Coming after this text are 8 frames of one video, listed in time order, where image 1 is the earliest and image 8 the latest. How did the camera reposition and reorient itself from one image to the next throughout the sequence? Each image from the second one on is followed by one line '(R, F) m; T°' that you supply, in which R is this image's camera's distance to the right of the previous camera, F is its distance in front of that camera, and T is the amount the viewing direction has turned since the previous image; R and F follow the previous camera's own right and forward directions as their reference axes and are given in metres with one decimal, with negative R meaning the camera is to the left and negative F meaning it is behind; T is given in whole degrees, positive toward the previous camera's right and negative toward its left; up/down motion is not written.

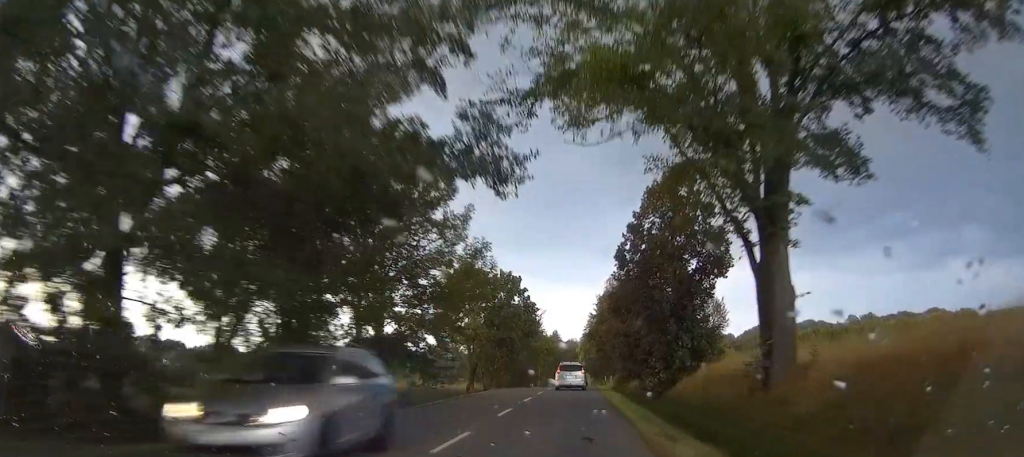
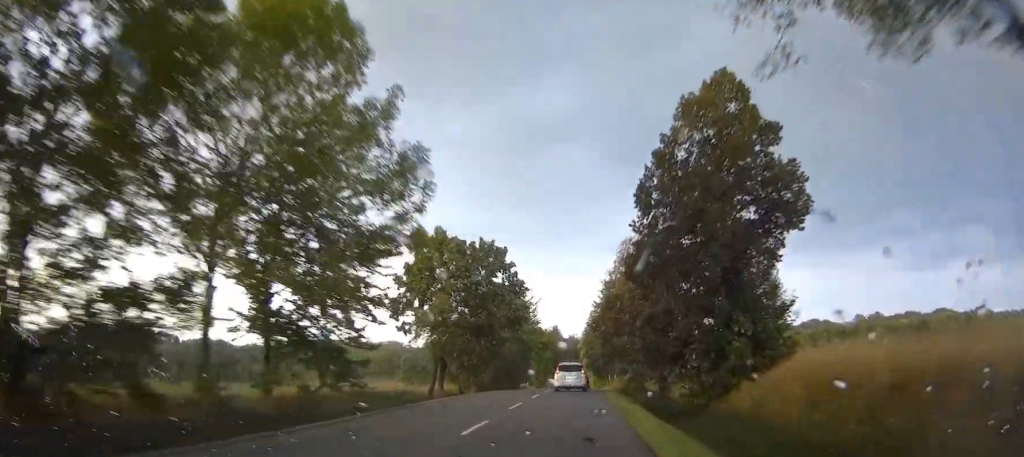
(0.0, +13.9) m; 0°
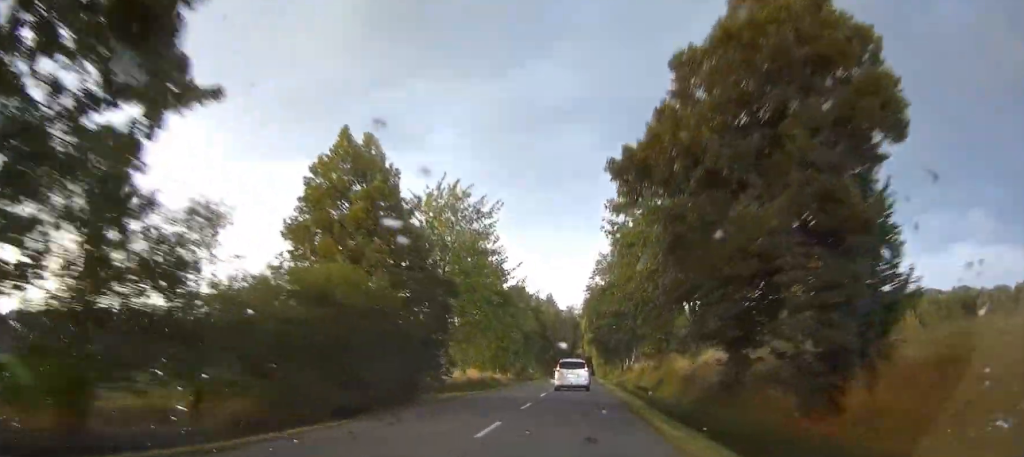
(-0.4, +43.1) m; 0°
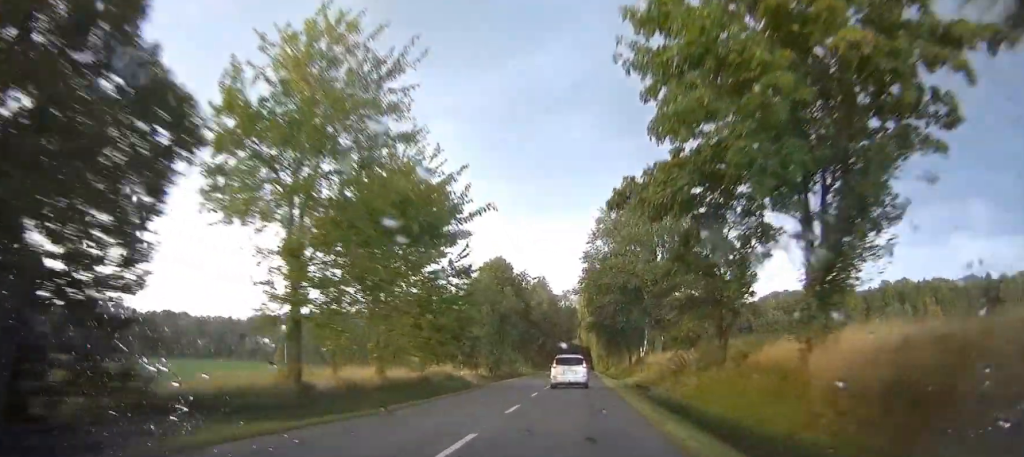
(+0.1, +20.5) m; 0°
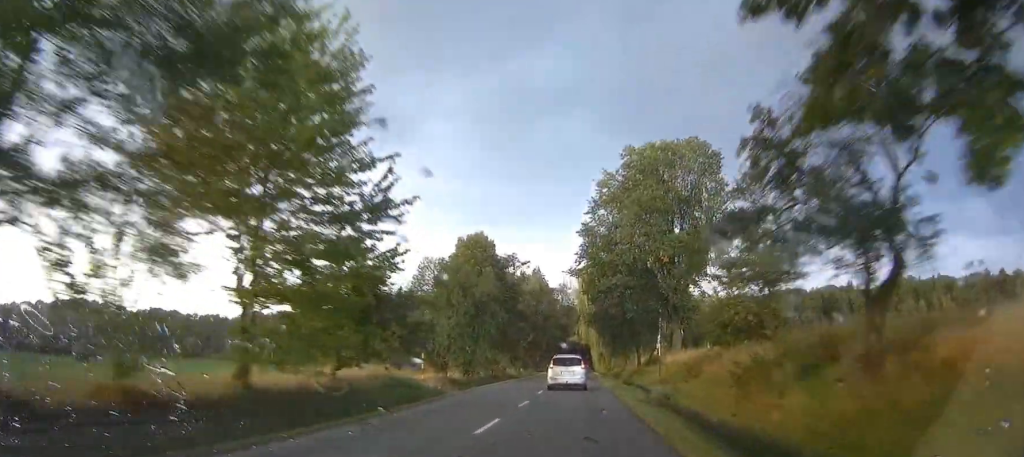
(0.0, +13.0) m; 0°
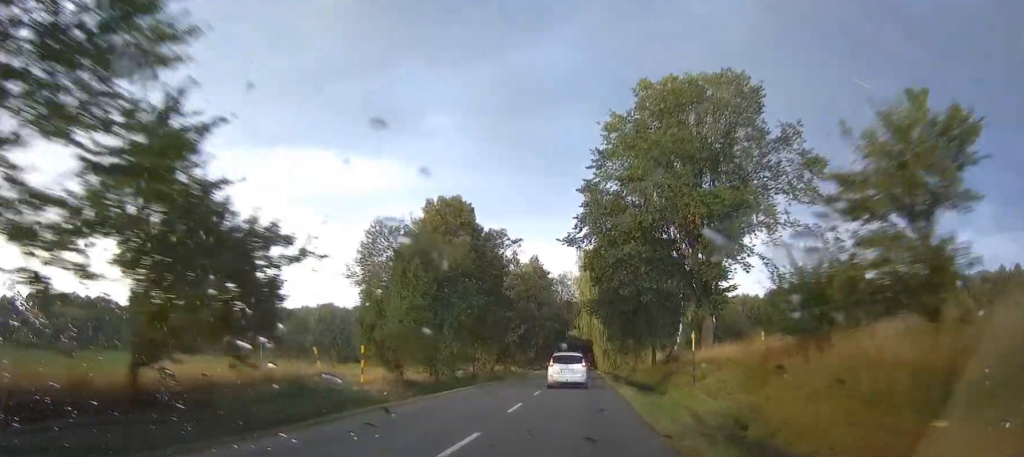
(0.0, +11.8) m; 0°
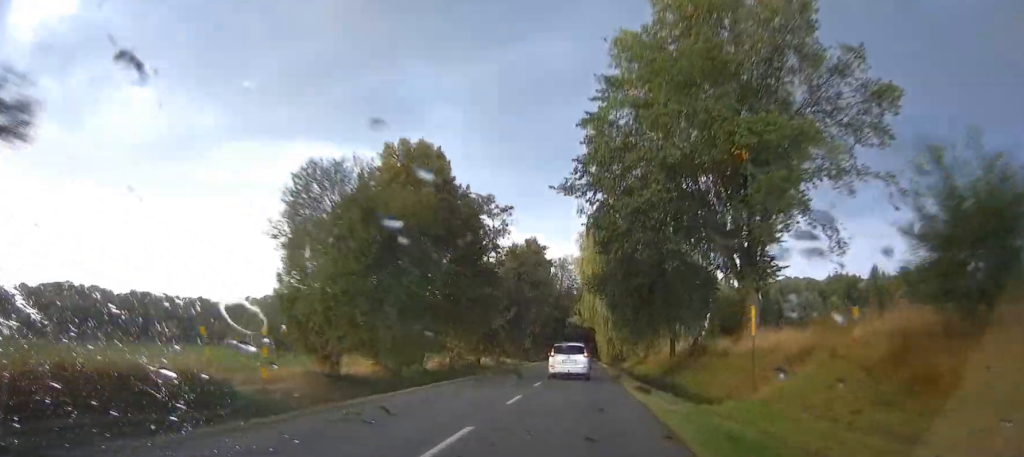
(0.0, +9.8) m; 0°
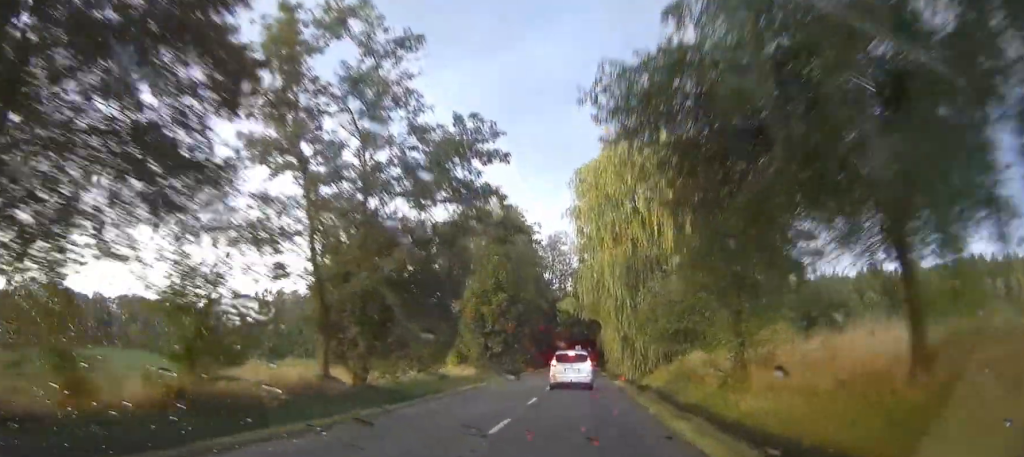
(0.0, +31.2) m; 0°
